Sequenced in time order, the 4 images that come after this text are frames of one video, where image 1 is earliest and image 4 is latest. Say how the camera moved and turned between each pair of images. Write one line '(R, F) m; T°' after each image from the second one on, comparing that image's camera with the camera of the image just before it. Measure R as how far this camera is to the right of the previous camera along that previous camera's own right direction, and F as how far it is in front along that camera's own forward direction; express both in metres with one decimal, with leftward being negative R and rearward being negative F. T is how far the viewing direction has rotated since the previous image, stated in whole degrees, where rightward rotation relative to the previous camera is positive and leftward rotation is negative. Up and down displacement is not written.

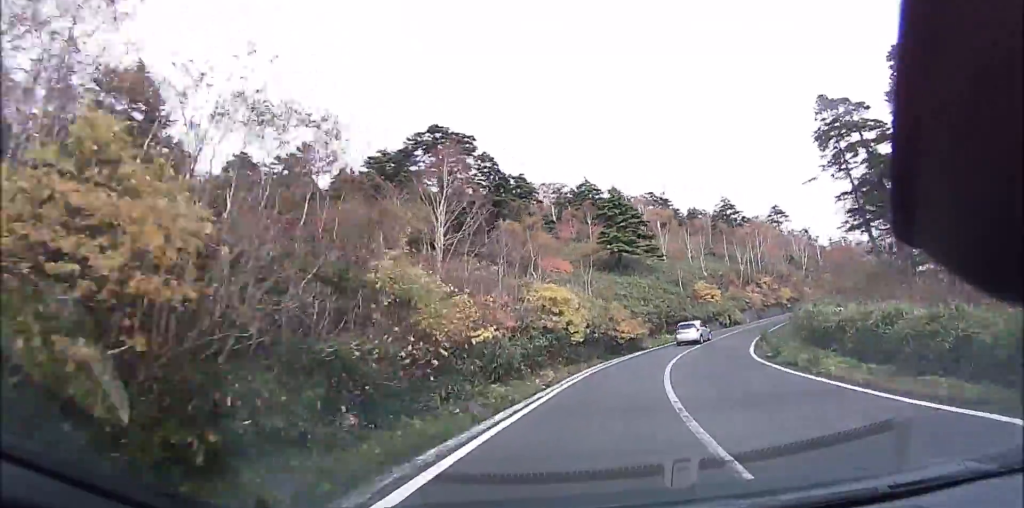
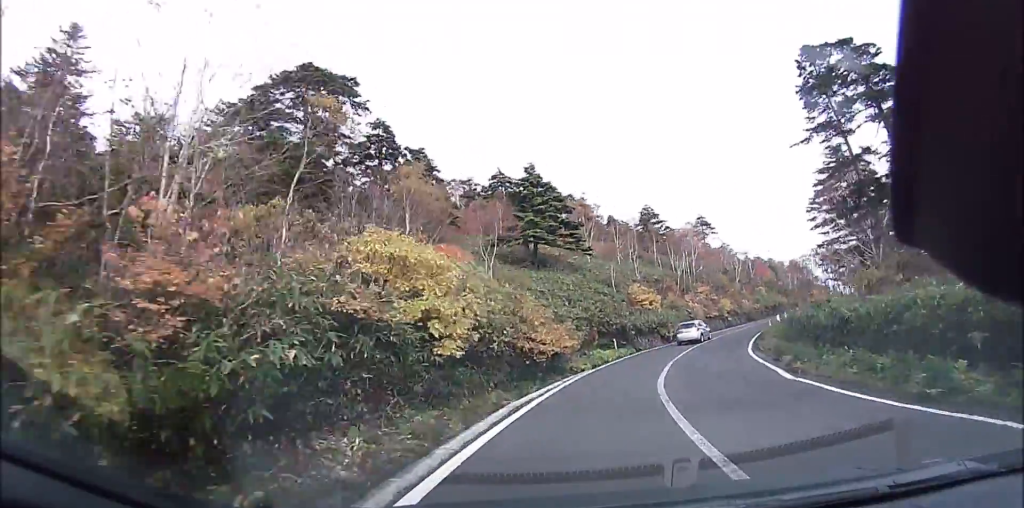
(+1.0, +10.6) m; +10°
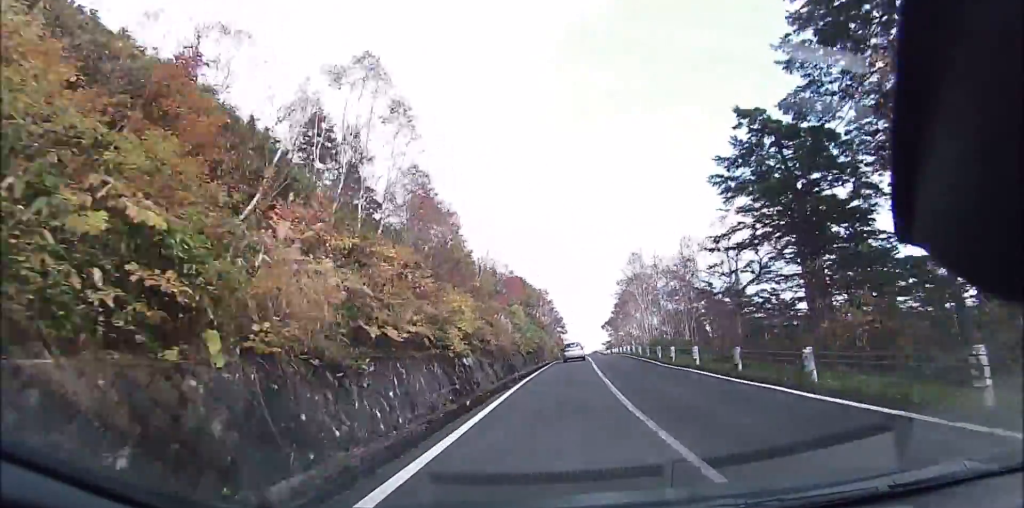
(+14.1, +36.5) m; +38°
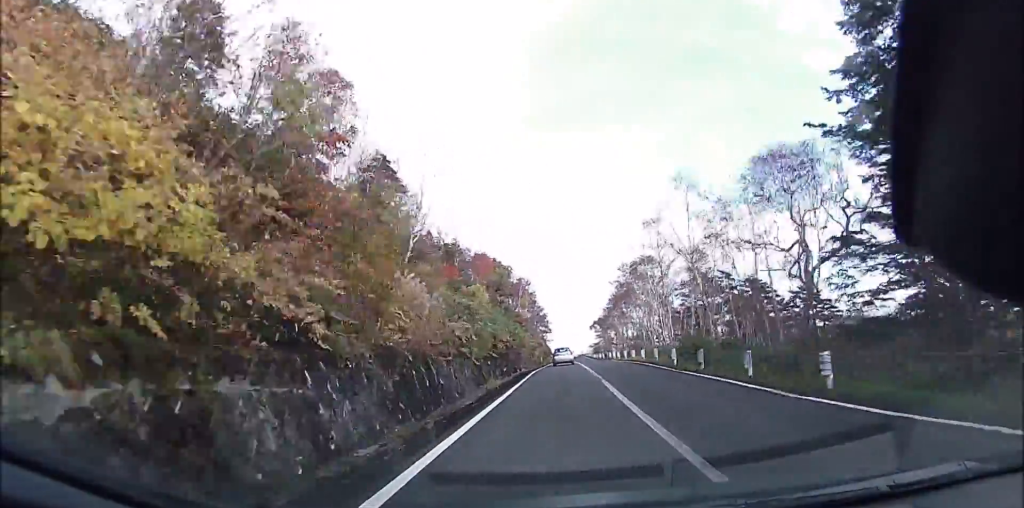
(+1.0, +12.8) m; +6°
